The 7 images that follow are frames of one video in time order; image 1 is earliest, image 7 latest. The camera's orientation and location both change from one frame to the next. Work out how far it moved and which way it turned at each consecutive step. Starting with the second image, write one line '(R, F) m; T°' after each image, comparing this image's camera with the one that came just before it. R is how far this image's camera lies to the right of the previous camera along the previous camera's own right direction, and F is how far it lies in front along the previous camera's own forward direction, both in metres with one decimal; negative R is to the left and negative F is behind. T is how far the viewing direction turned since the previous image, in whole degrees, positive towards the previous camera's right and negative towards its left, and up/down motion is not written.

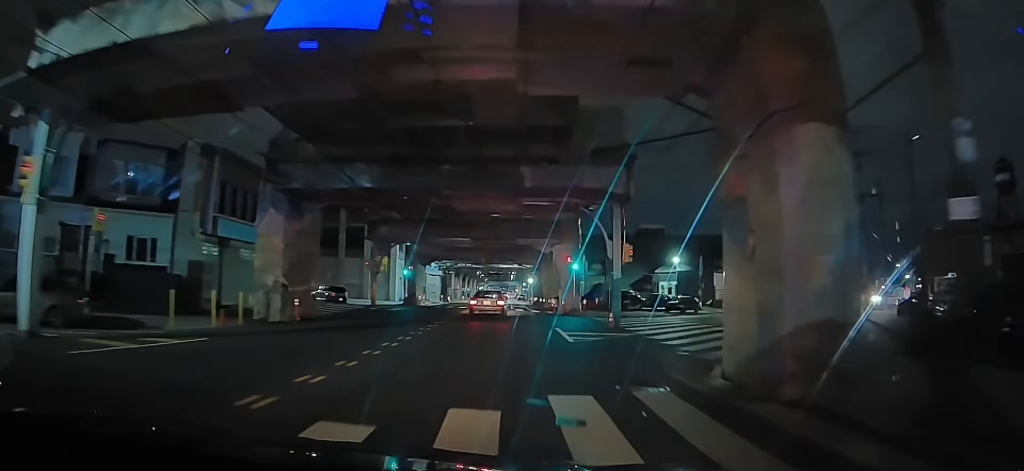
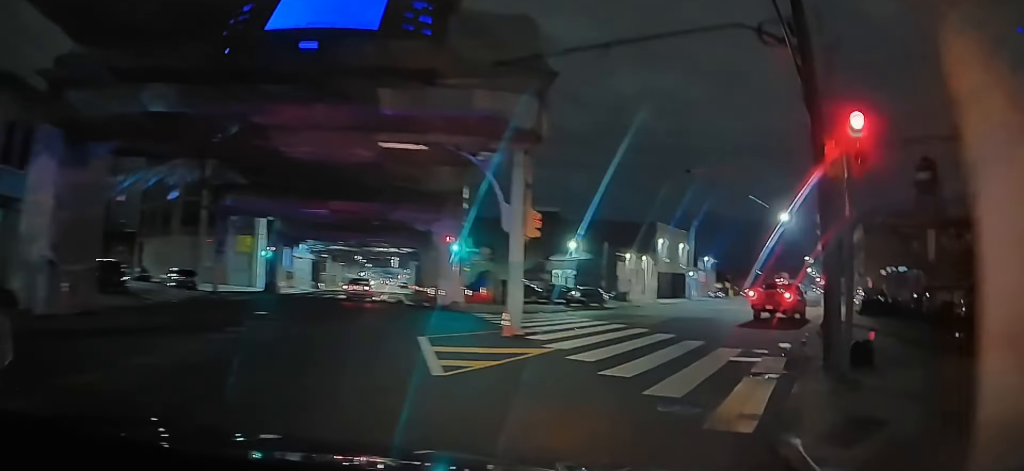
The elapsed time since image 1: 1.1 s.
(+0.2, +8.9) m; +6°
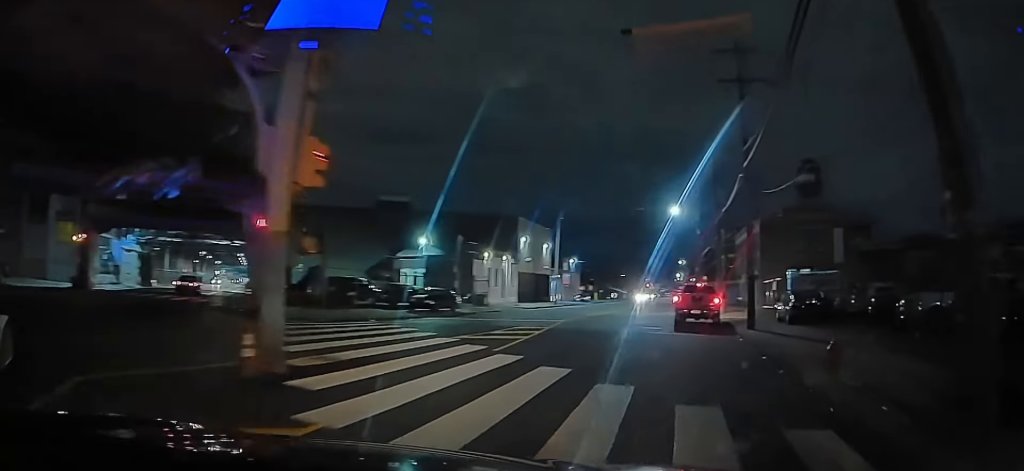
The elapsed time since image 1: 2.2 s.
(+1.0, +10.3) m; +13°
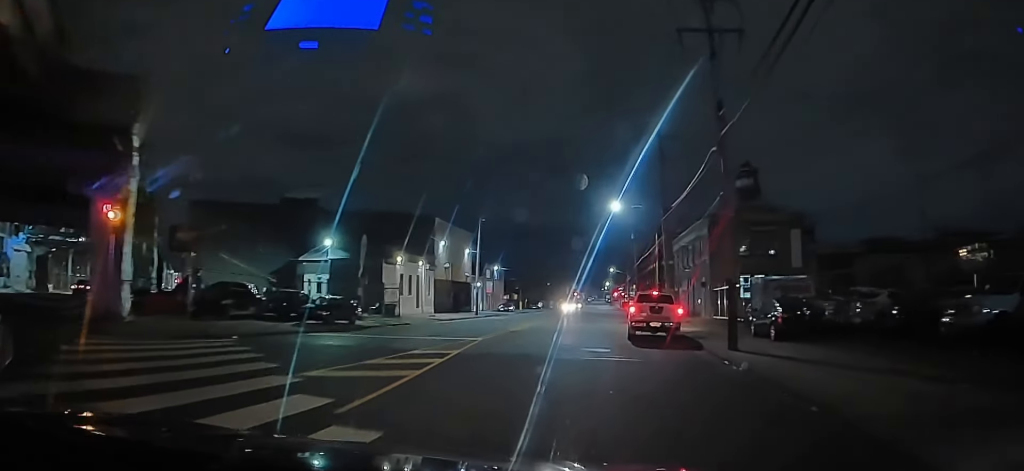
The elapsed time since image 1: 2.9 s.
(+0.8, +7.4) m; +6°
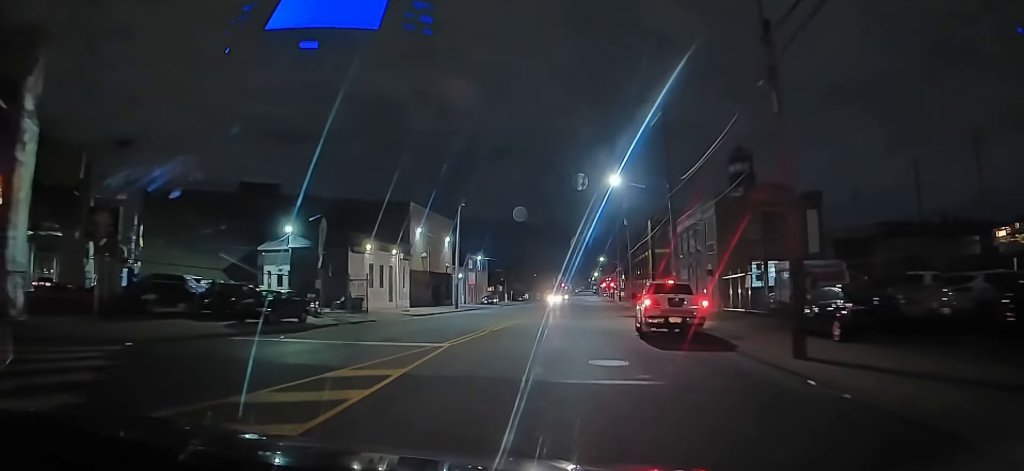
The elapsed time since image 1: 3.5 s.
(+0.2, +6.5) m; +3°
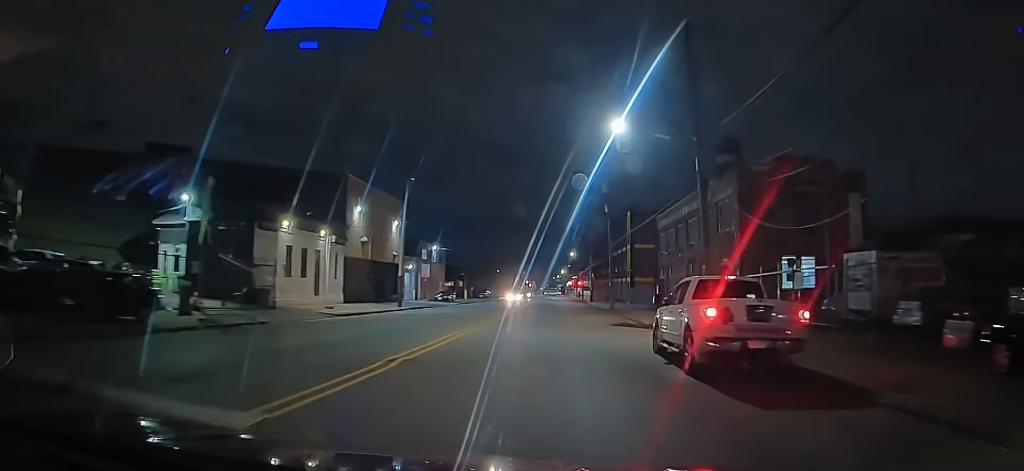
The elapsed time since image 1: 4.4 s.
(+0.3, +10.8) m; +4°
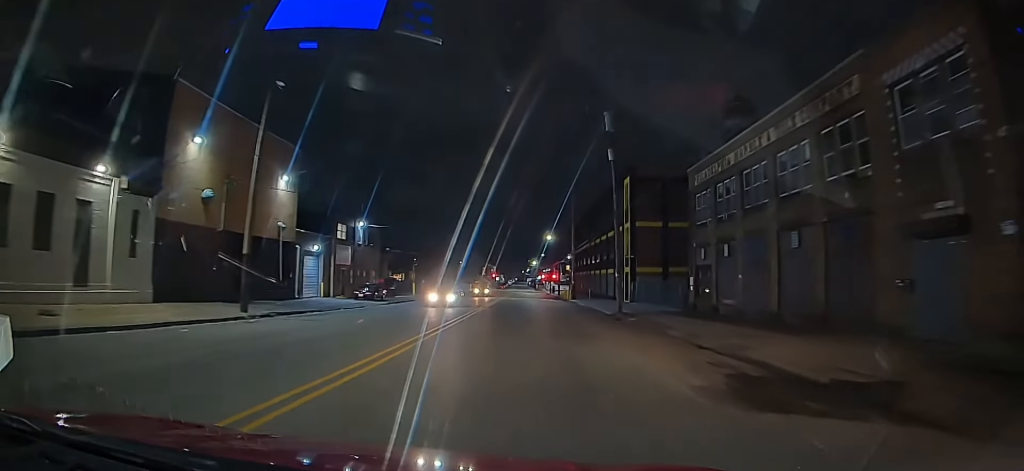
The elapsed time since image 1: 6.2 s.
(+1.3, +21.8) m; +4°
